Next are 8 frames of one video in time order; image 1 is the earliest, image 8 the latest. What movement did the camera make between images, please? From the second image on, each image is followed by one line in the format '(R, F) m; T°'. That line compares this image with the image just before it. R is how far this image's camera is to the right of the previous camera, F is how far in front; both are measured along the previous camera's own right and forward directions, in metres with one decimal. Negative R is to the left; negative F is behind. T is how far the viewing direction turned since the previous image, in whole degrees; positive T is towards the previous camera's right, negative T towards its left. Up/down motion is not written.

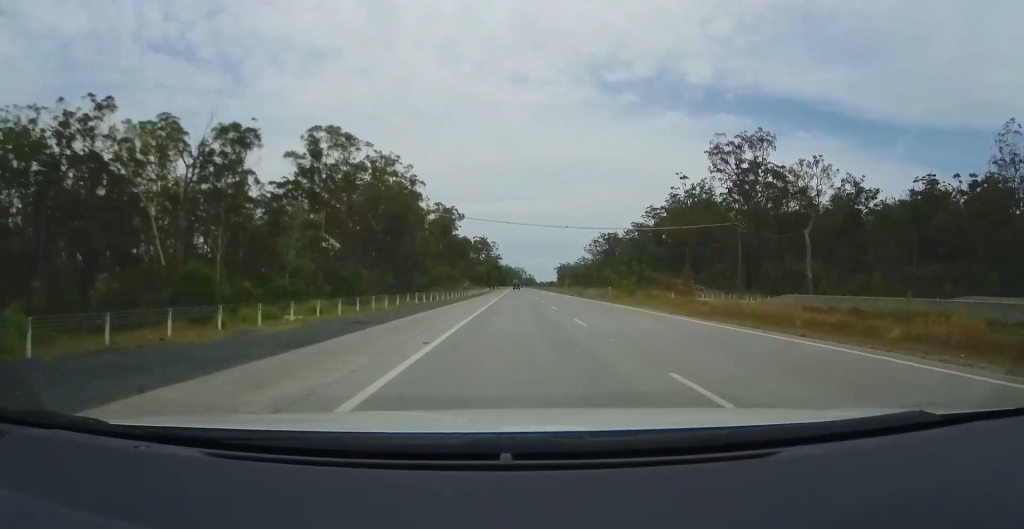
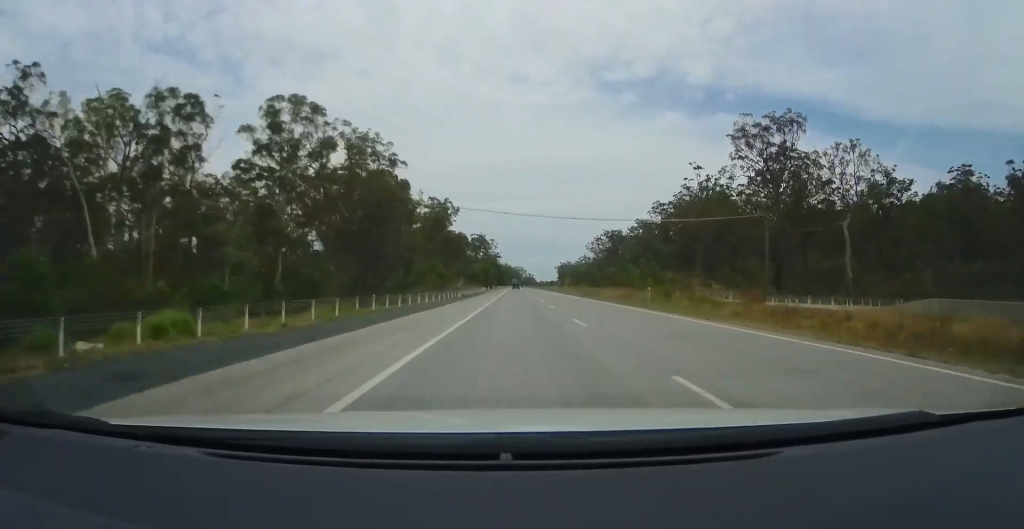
(-0.1, +12.1) m; 0°
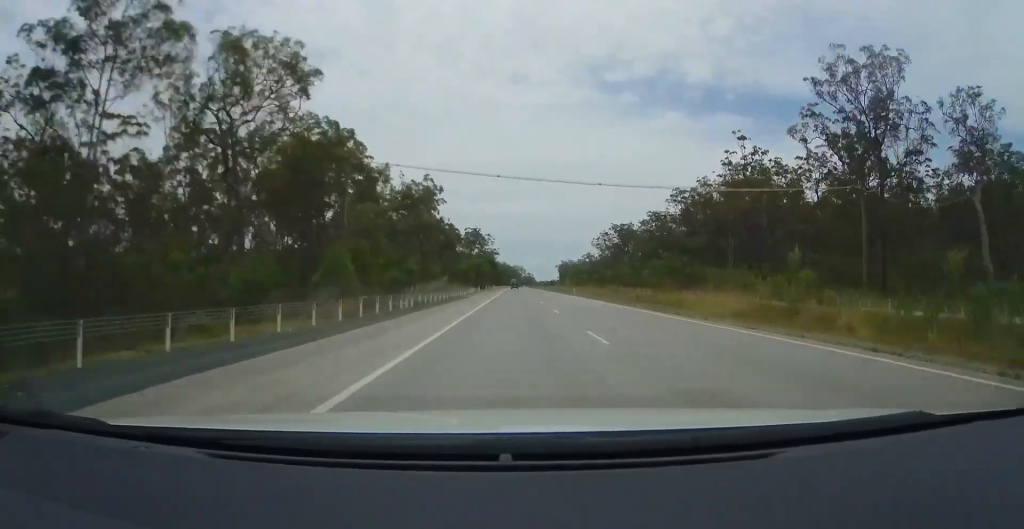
(+0.1, +28.0) m; +1°
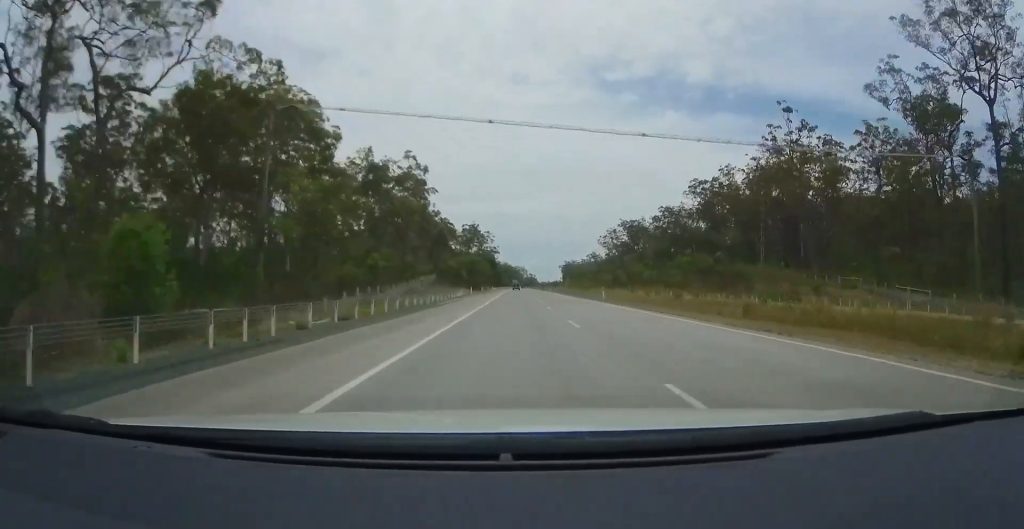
(+0.1, +19.4) m; 0°
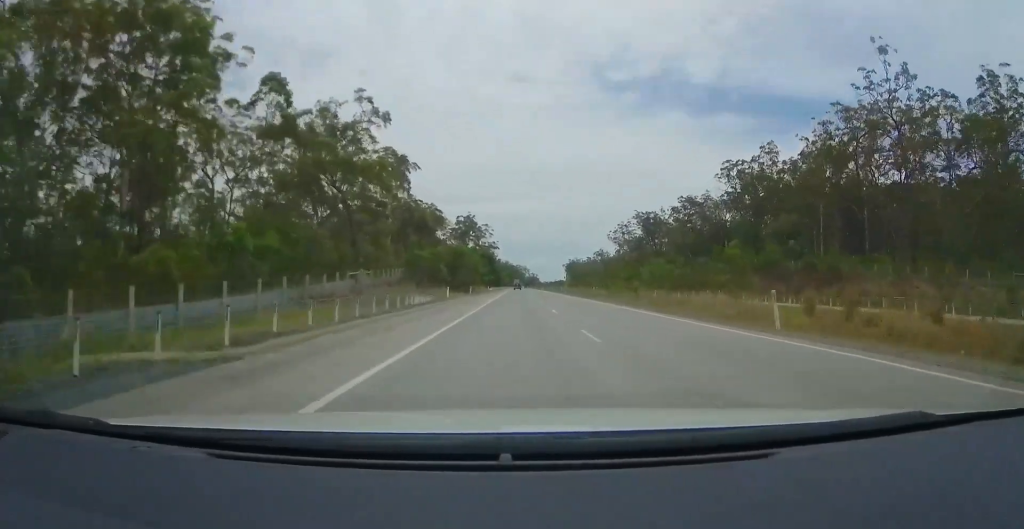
(+0.1, +27.7) m; 0°
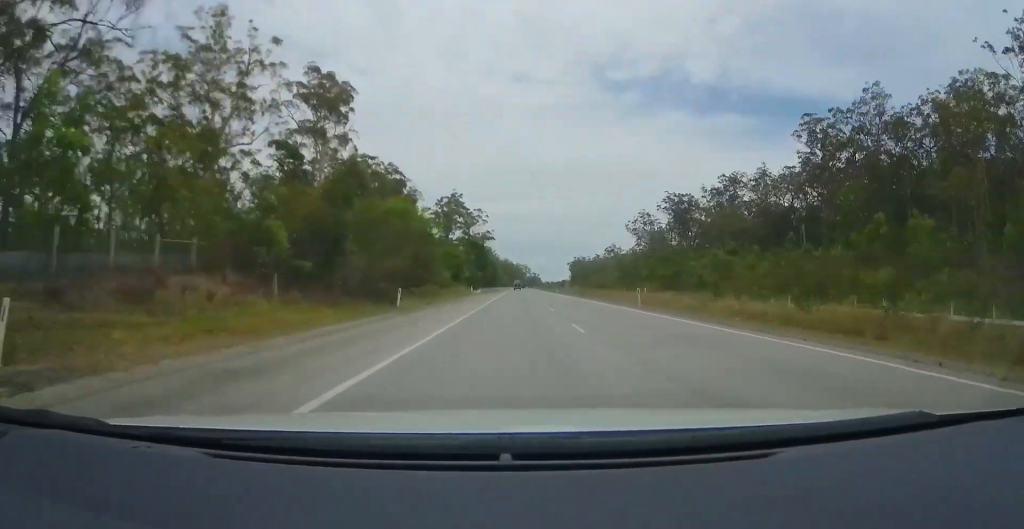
(-0.4, +43.3) m; -1°
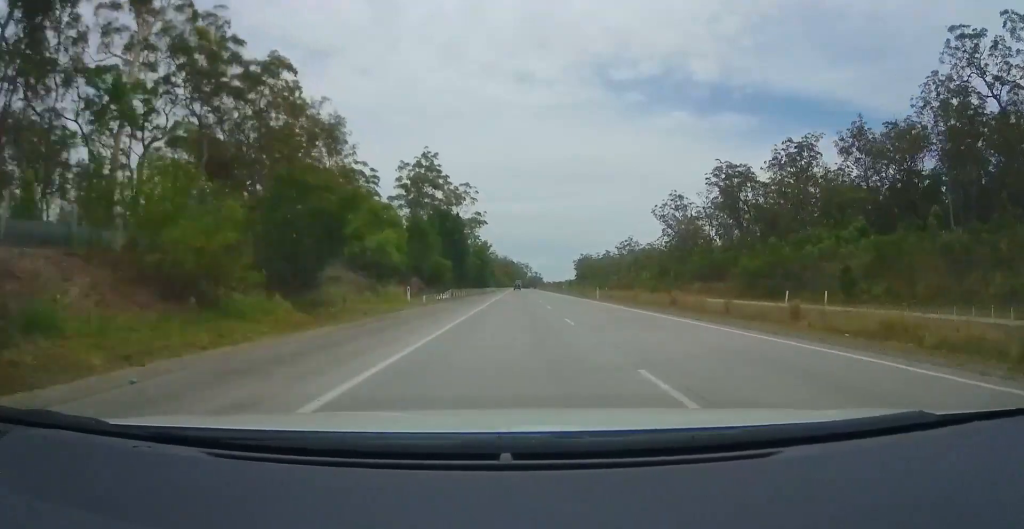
(+0.2, +44.6) m; +1°
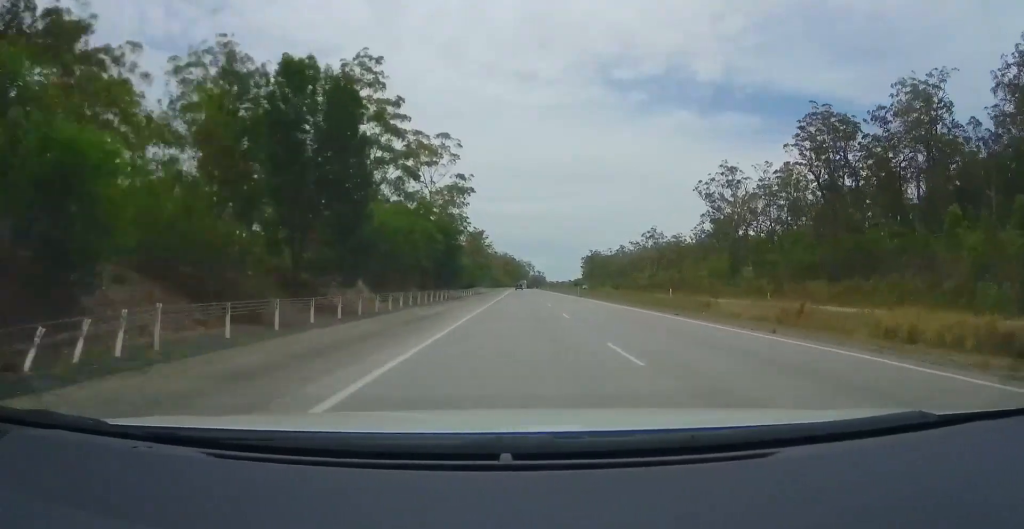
(+0.4, +44.0) m; +1°
